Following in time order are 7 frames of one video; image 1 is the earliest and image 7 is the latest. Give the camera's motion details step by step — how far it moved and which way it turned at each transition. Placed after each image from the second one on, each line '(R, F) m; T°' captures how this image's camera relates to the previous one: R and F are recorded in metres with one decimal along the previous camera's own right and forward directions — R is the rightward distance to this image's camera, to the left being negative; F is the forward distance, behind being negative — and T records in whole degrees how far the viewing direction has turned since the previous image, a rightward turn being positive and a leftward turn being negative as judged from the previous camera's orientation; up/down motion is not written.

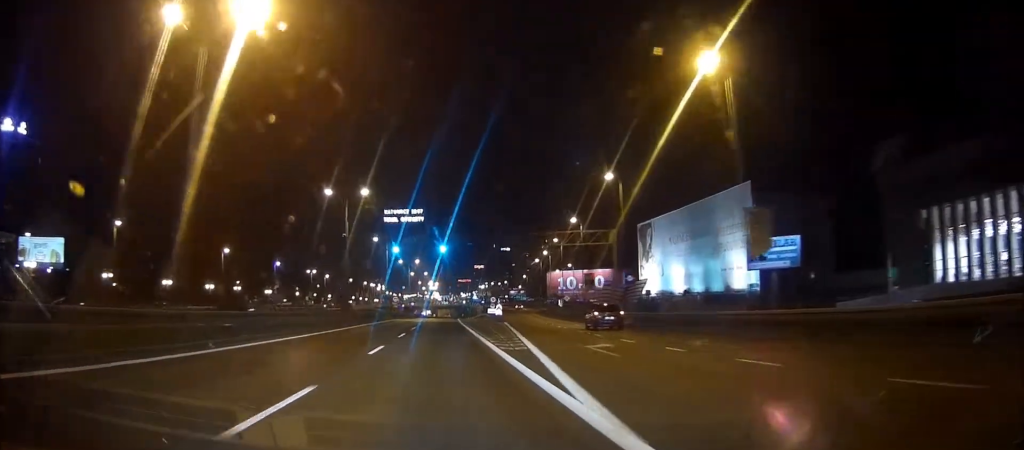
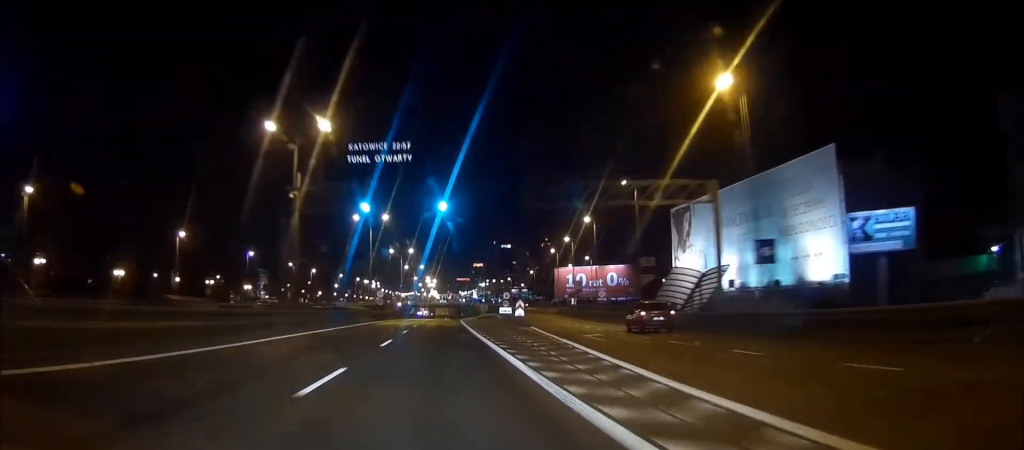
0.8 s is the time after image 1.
(-0.1, +20.4) m; 0°
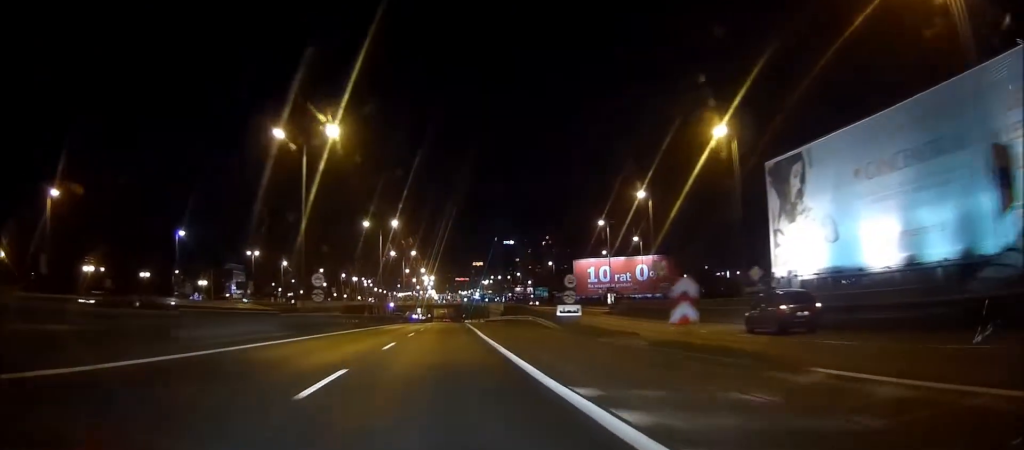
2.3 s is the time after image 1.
(+0.5, +35.8) m; +1°
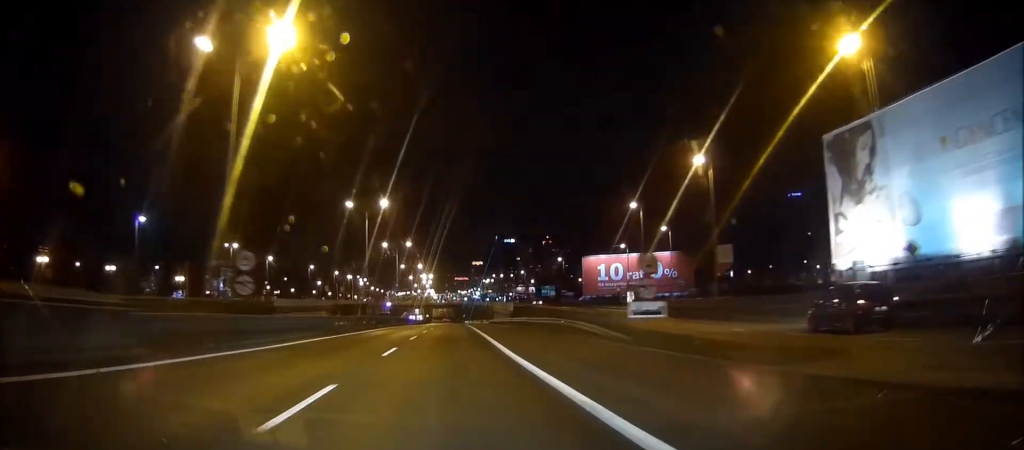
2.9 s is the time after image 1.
(+0.1, +13.8) m; 0°
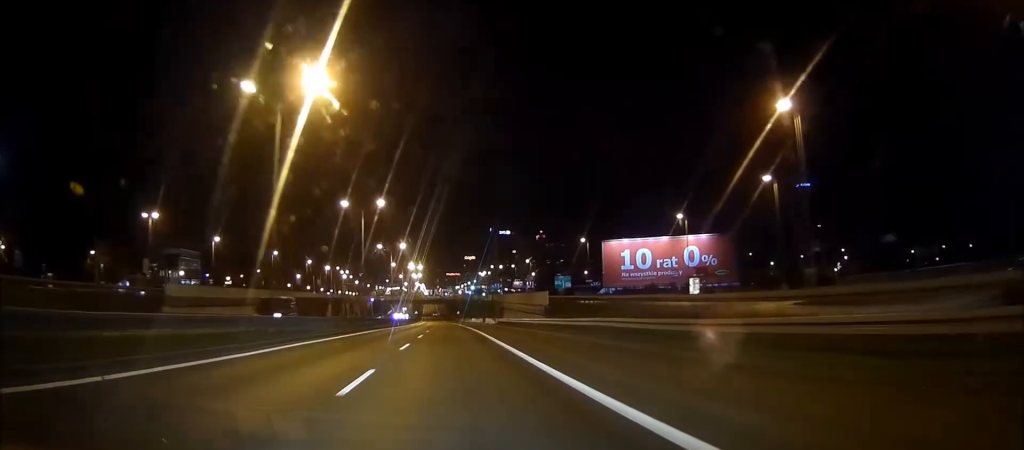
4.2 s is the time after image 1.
(0.0, +32.6) m; 0°
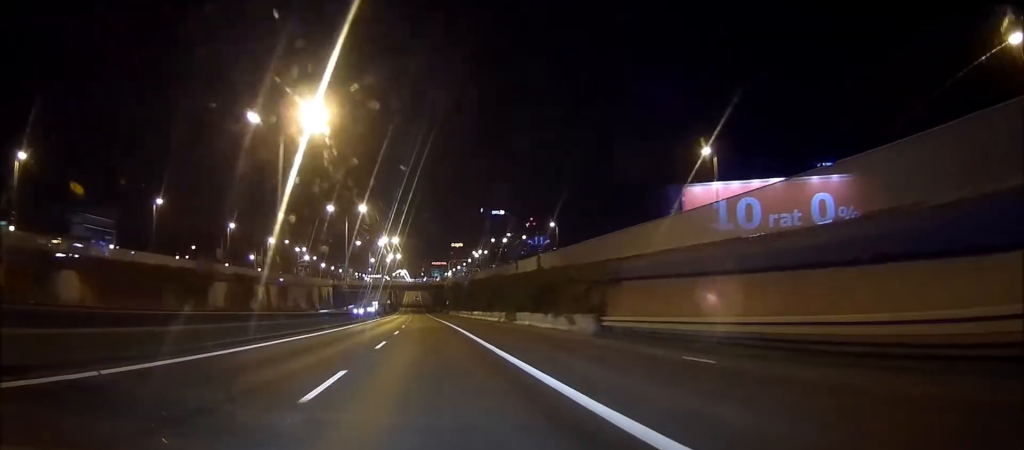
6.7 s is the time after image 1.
(-0.7, +60.4) m; -2°
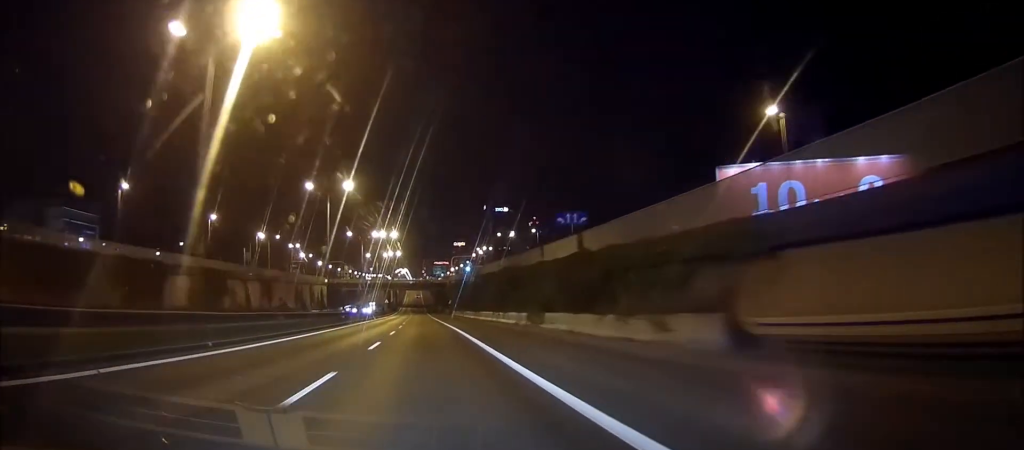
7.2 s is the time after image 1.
(-0.1, +12.3) m; -1°
